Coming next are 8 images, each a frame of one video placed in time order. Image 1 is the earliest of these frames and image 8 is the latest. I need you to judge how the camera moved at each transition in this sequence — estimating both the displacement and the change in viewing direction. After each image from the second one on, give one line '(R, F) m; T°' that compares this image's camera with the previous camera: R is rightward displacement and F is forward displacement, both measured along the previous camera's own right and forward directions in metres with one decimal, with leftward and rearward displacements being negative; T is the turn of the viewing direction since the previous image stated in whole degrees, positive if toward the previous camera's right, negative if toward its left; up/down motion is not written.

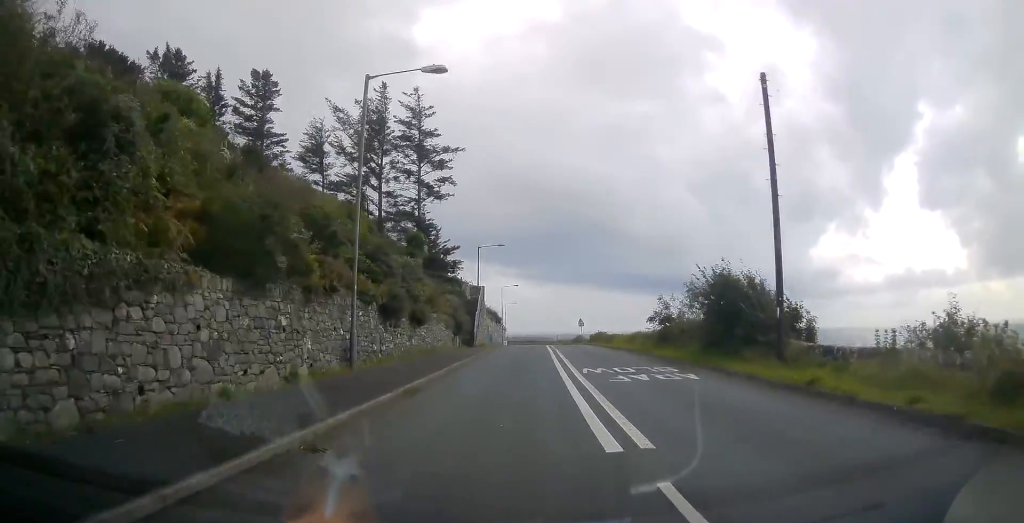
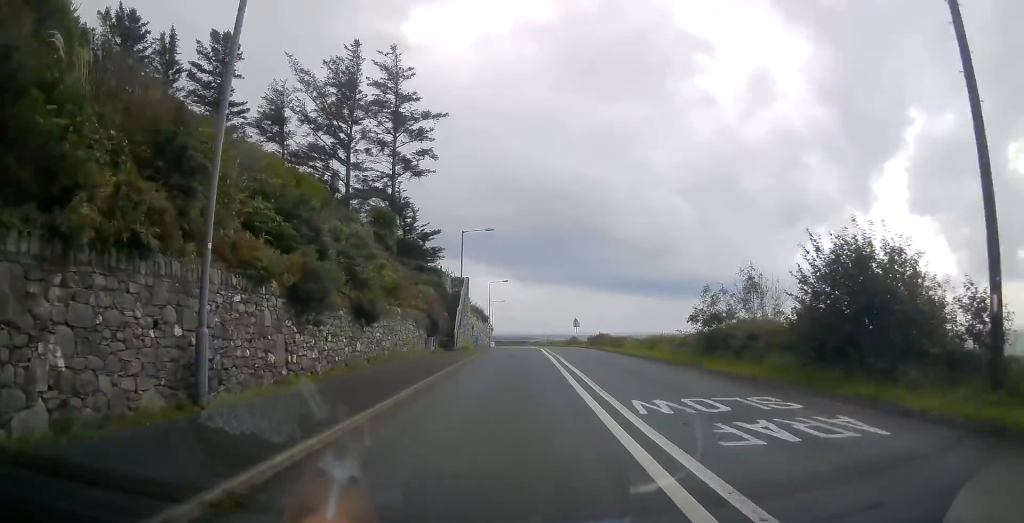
(-0.1, +7.9) m; +1°
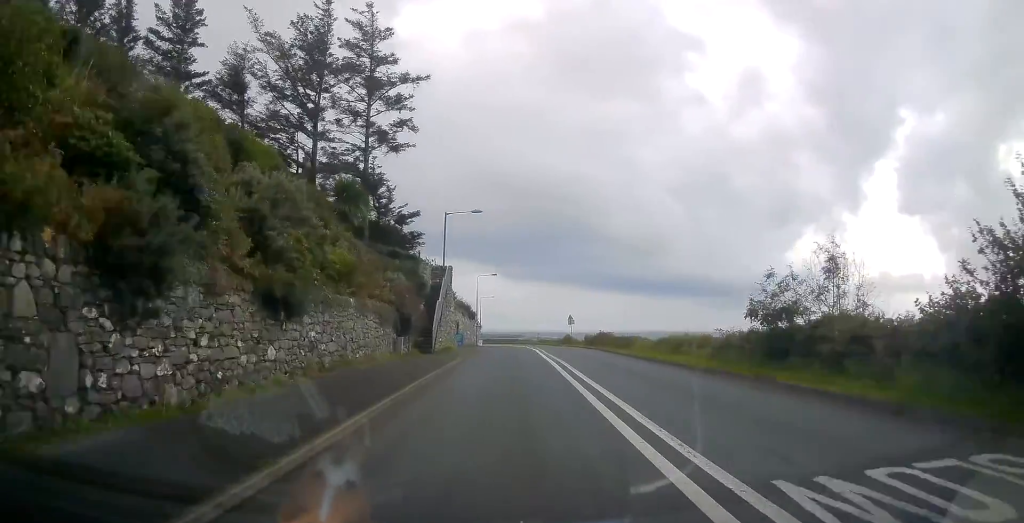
(-0.1, +5.9) m; +1°
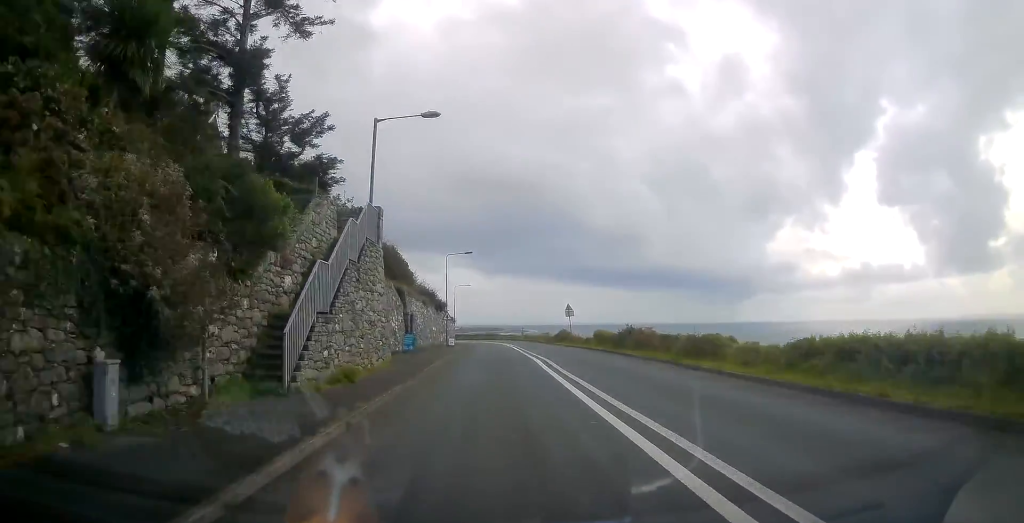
(+0.5, +16.6) m; +3°
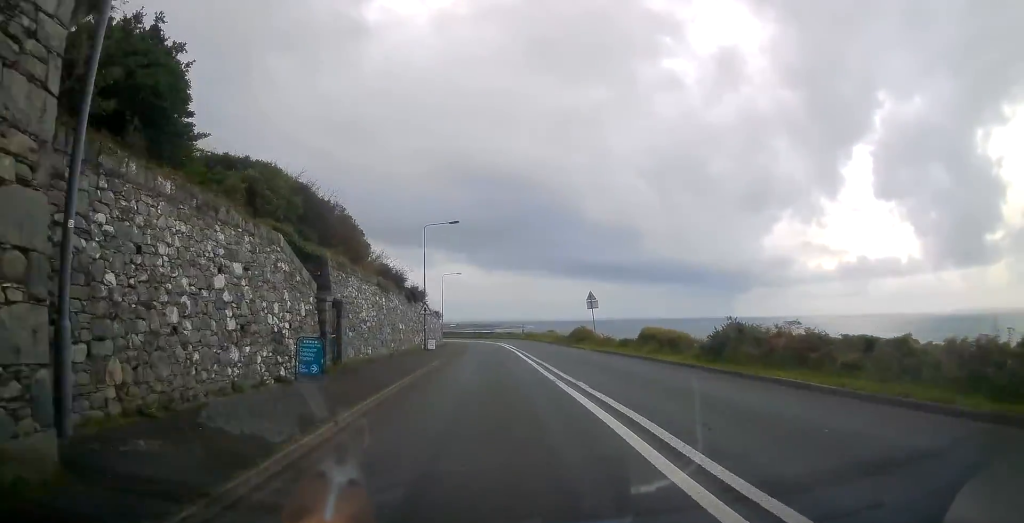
(+0.3, +14.8) m; +1°
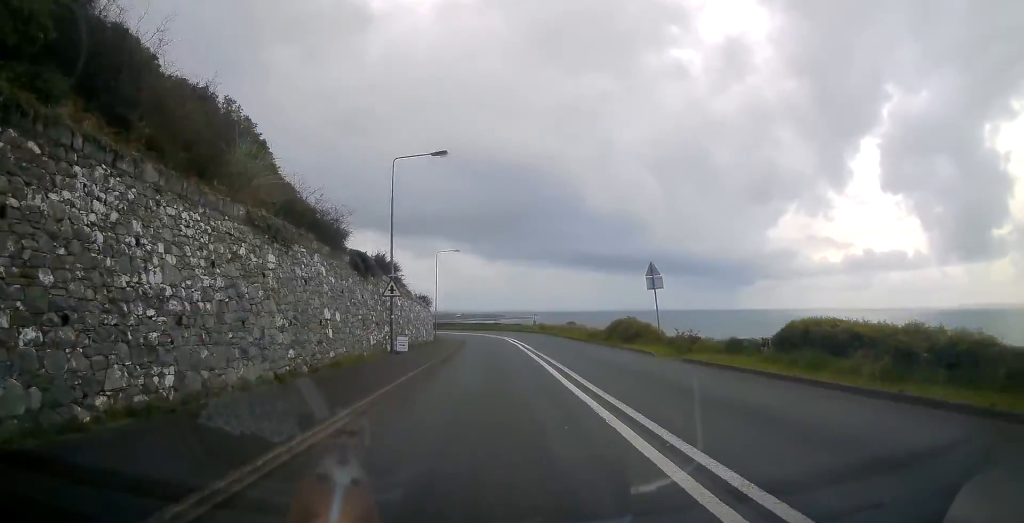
(0.0, +14.6) m; 0°
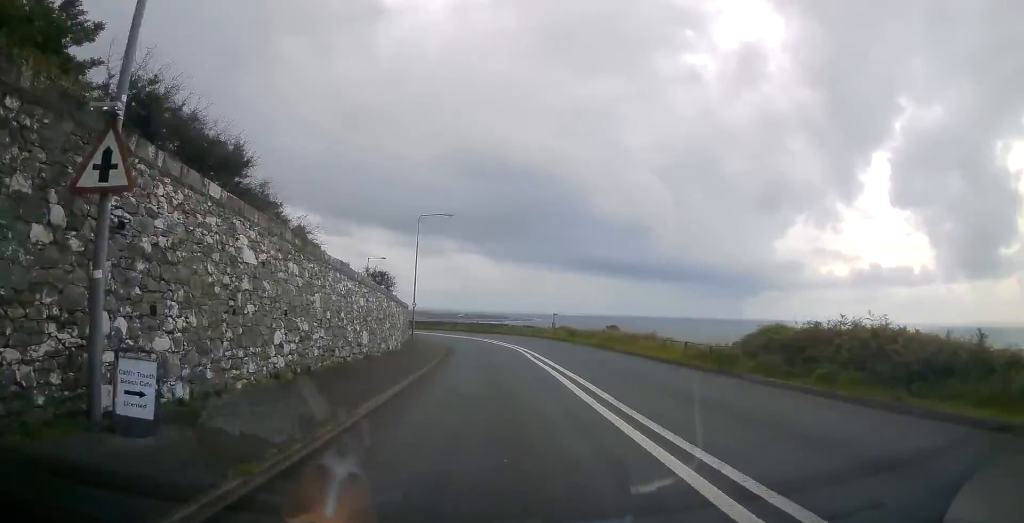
(0.0, +19.3) m; -1°
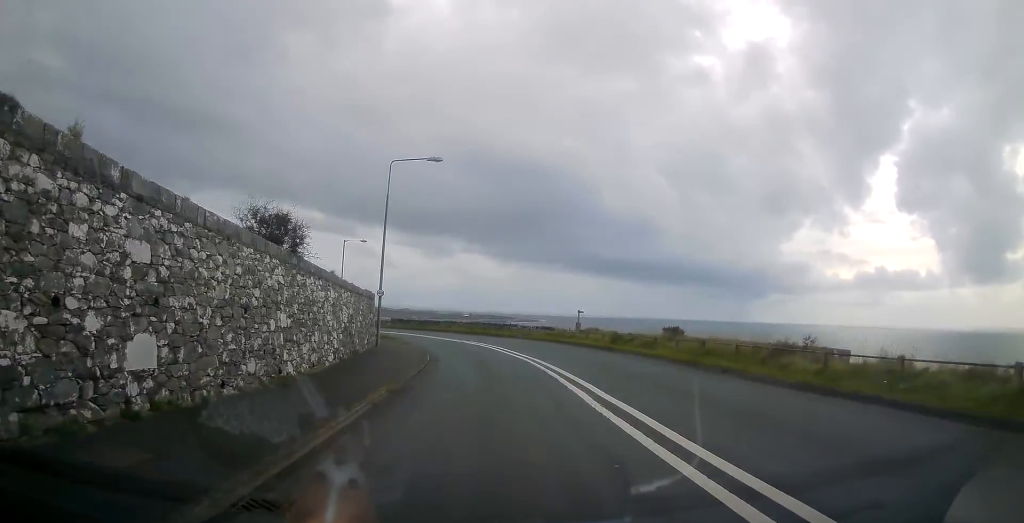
(-0.1, +13.5) m; -1°
